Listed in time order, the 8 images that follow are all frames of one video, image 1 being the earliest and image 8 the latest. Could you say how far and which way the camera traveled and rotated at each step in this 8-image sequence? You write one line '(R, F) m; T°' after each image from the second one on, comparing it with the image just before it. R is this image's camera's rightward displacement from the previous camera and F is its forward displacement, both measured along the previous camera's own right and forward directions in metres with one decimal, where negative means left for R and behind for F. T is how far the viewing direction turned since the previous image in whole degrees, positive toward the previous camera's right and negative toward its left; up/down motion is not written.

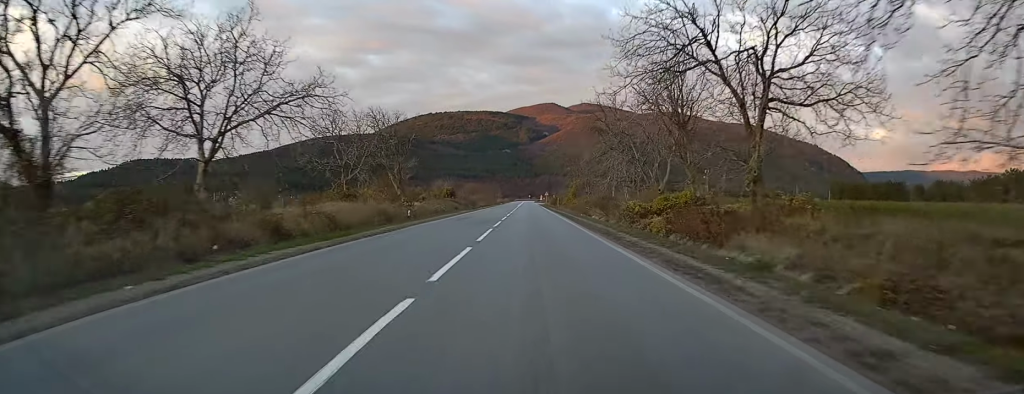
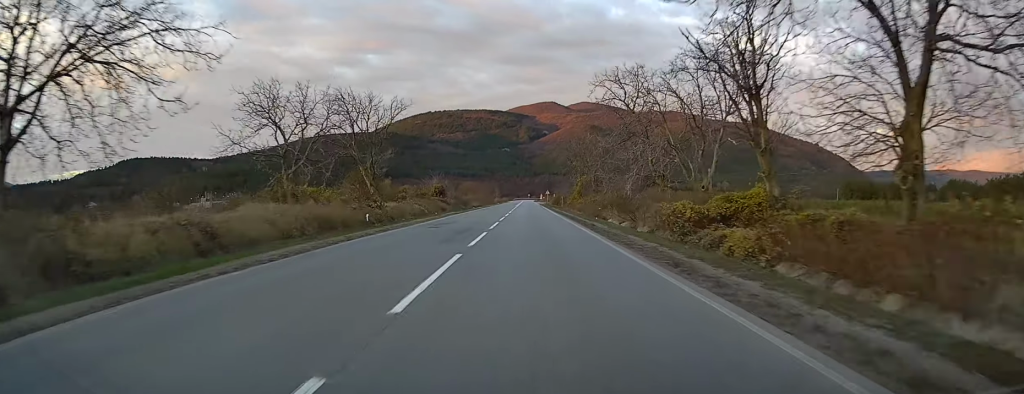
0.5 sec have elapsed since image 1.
(0.0, +11.6) m; +1°
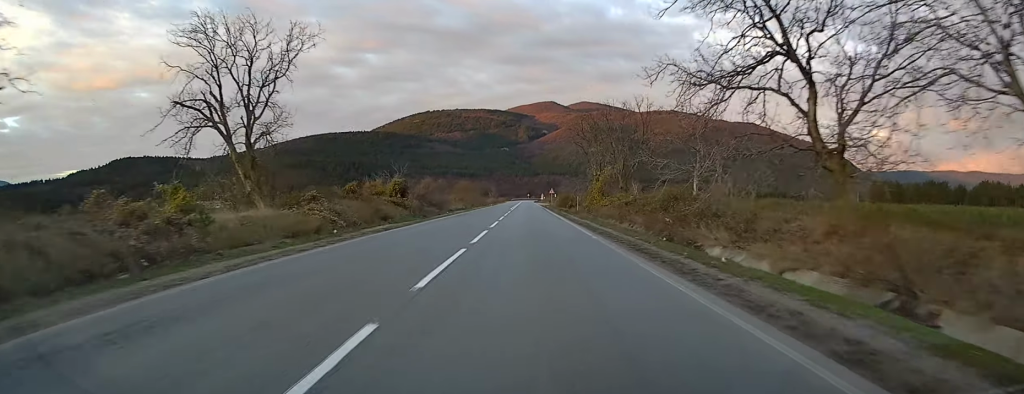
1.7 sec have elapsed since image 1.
(+0.3, +25.6) m; +1°
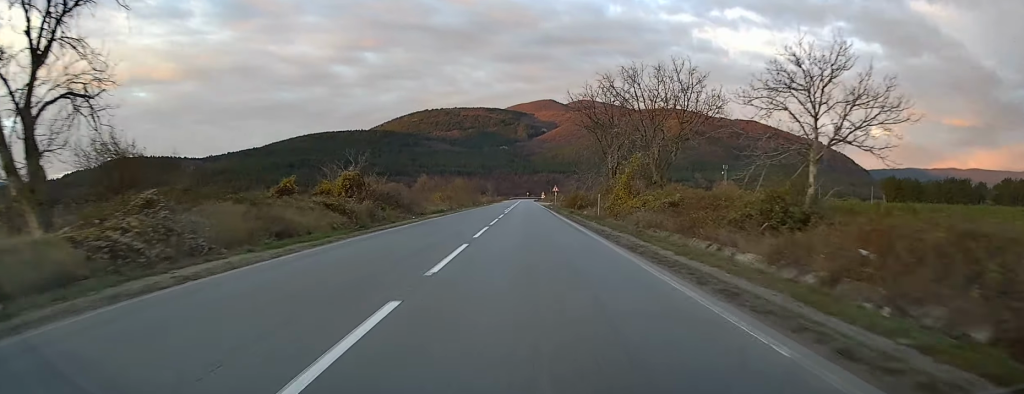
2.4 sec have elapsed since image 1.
(+0.1, +16.2) m; 0°
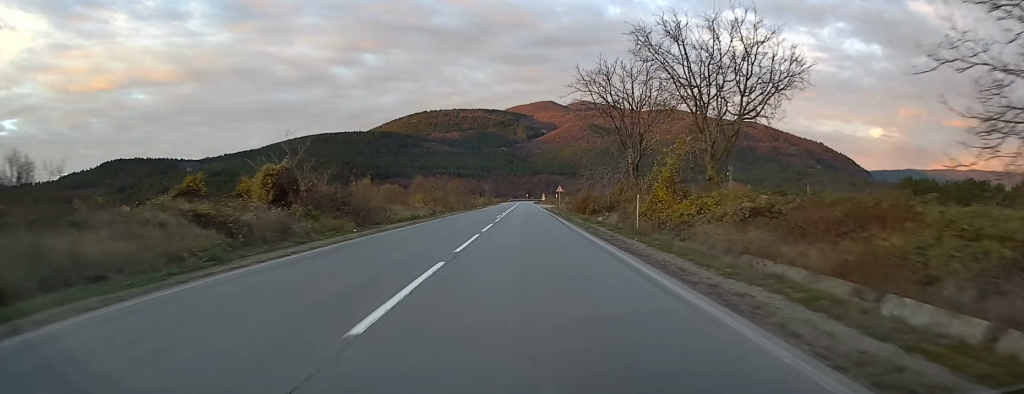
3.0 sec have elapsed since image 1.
(-0.2, +13.4) m; -1°
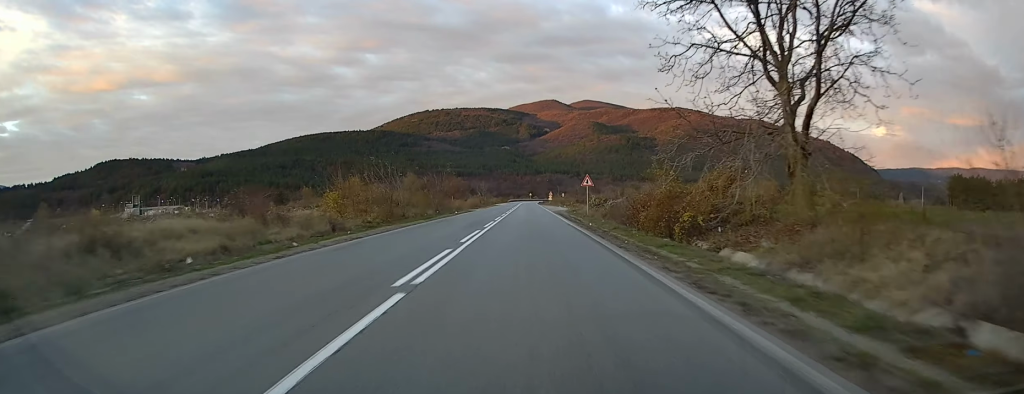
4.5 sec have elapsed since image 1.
(0.0, +32.1) m; 0°
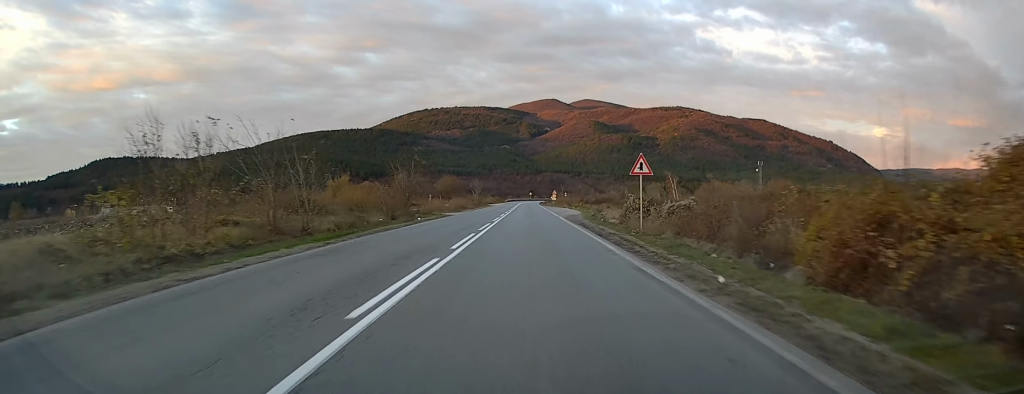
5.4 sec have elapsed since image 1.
(0.0, +20.9) m; 0°
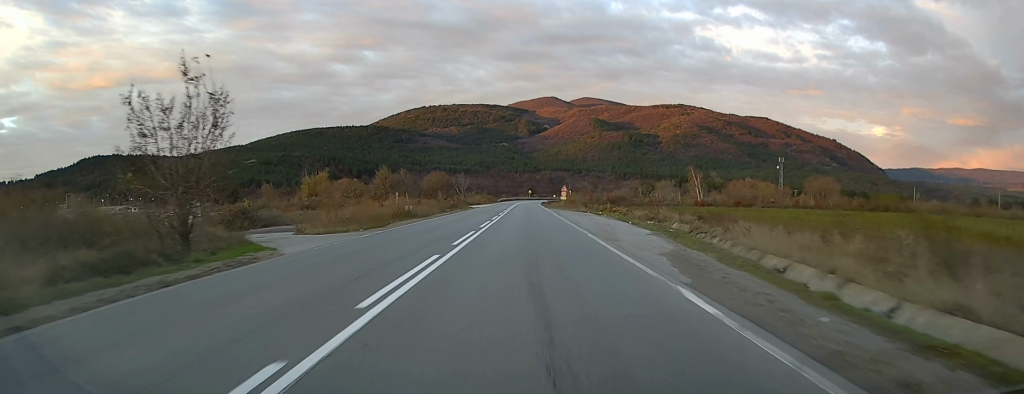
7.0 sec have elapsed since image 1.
(-0.1, +35.5) m; 0°
